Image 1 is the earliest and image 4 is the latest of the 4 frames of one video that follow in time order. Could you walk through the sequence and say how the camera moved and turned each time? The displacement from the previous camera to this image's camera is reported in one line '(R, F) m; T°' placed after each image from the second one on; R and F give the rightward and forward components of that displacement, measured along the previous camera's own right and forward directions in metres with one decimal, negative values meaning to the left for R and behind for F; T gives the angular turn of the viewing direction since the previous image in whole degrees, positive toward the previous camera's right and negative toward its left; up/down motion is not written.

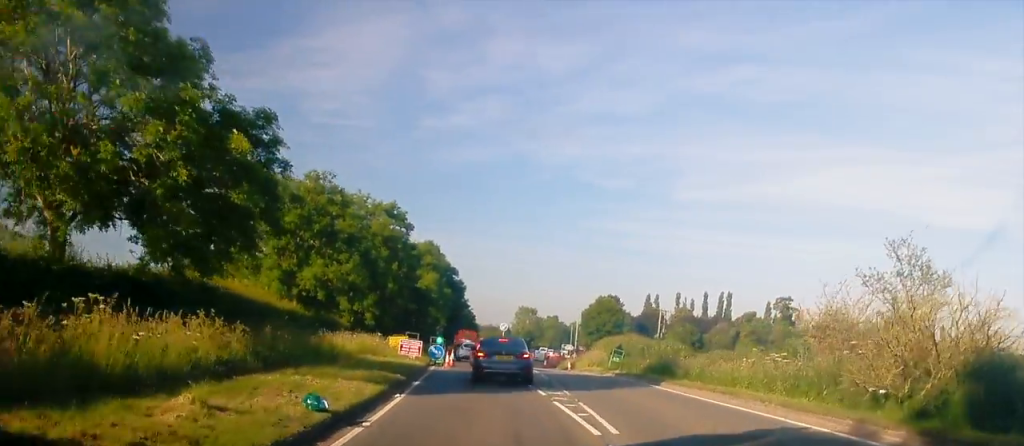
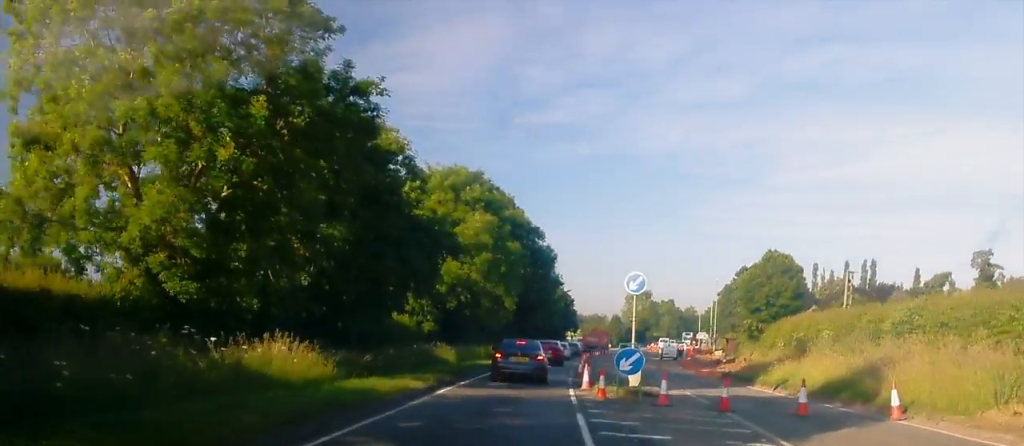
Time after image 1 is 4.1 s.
(-3.7, +44.7) m; -9°
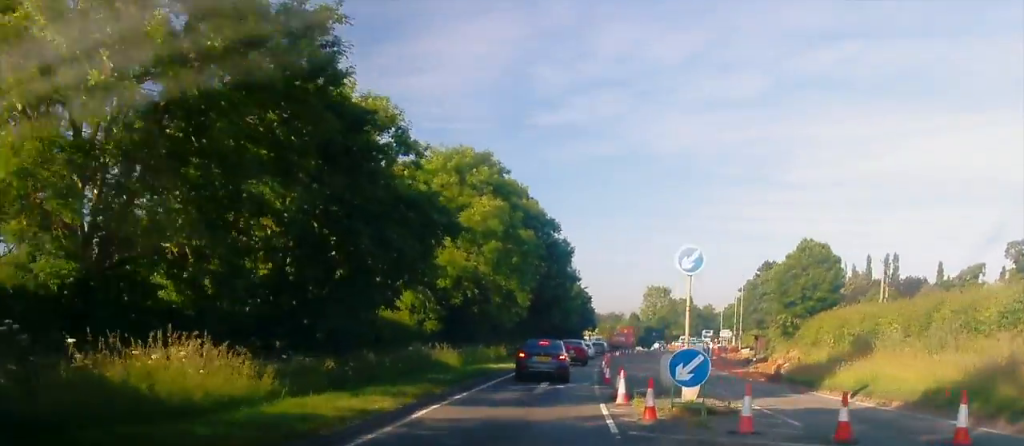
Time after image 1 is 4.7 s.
(-0.2, +6.0) m; -1°
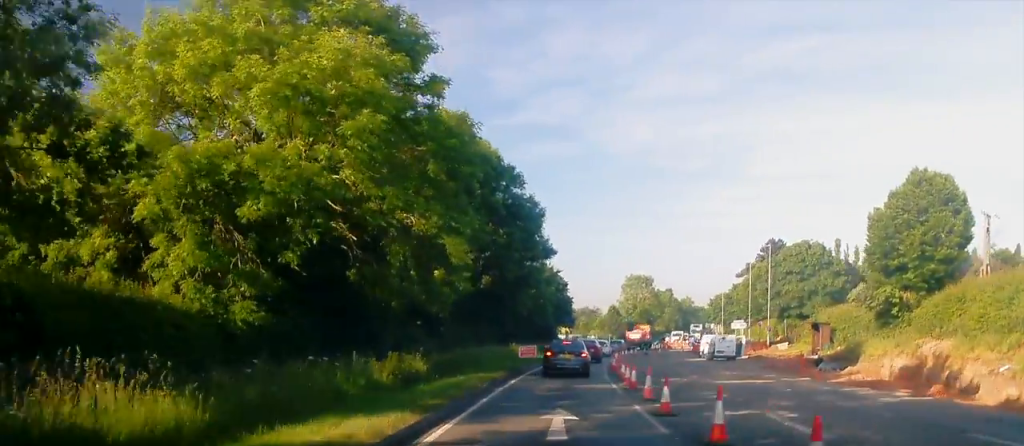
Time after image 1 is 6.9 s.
(+0.1, +26.7) m; +2°
